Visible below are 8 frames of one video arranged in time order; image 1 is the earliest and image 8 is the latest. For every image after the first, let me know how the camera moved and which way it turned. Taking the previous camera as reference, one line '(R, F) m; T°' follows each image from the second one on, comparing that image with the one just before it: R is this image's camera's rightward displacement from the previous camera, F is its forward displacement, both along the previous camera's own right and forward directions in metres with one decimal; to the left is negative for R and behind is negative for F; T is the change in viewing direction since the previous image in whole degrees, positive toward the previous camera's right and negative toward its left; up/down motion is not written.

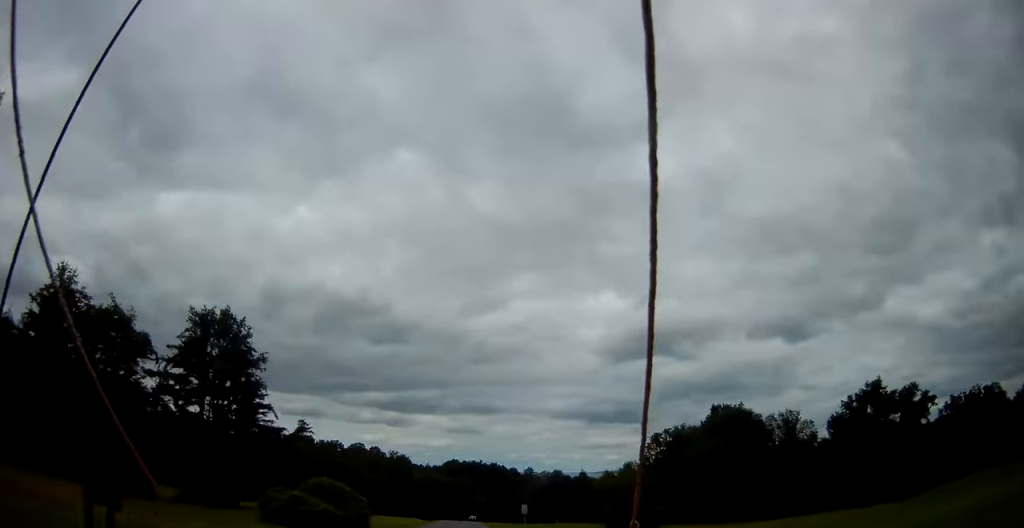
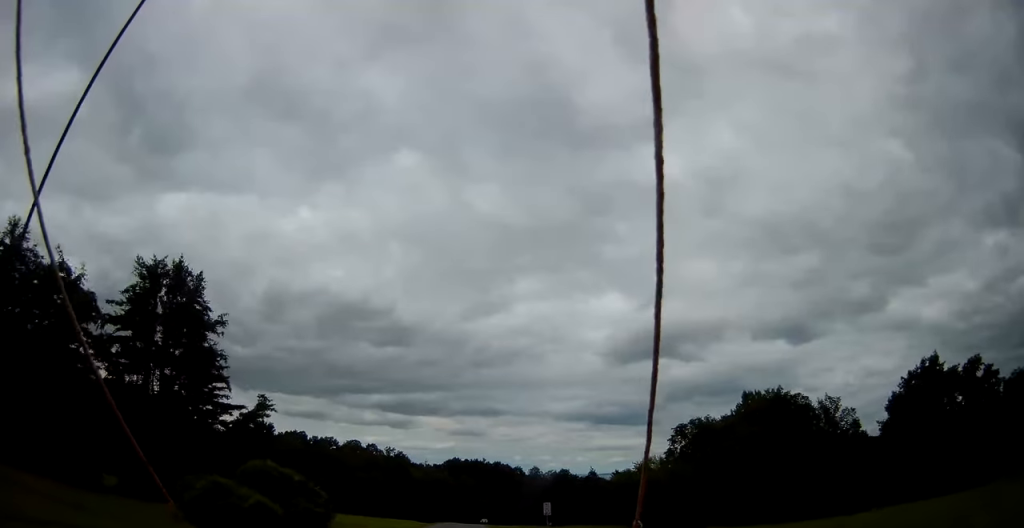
(0.0, +13.7) m; +1°
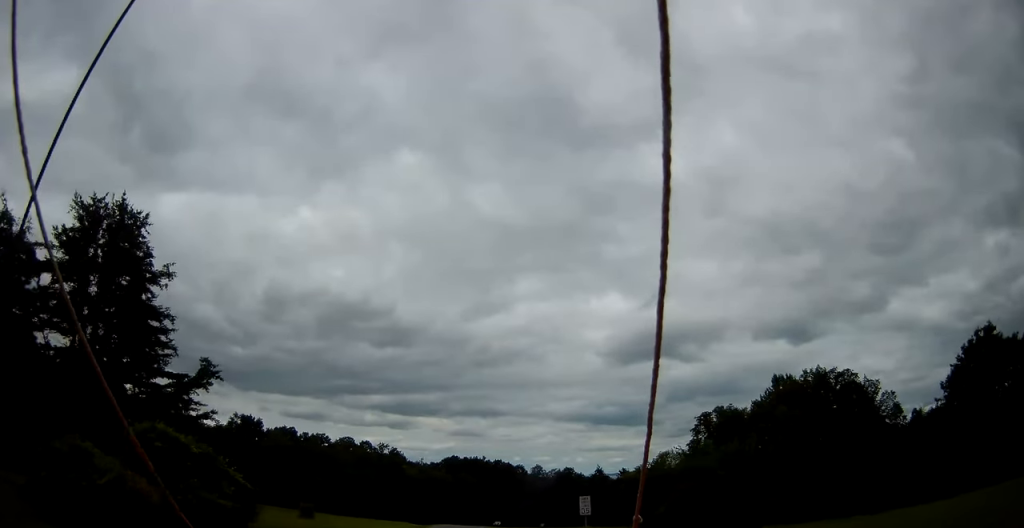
(+0.2, +12.1) m; 0°
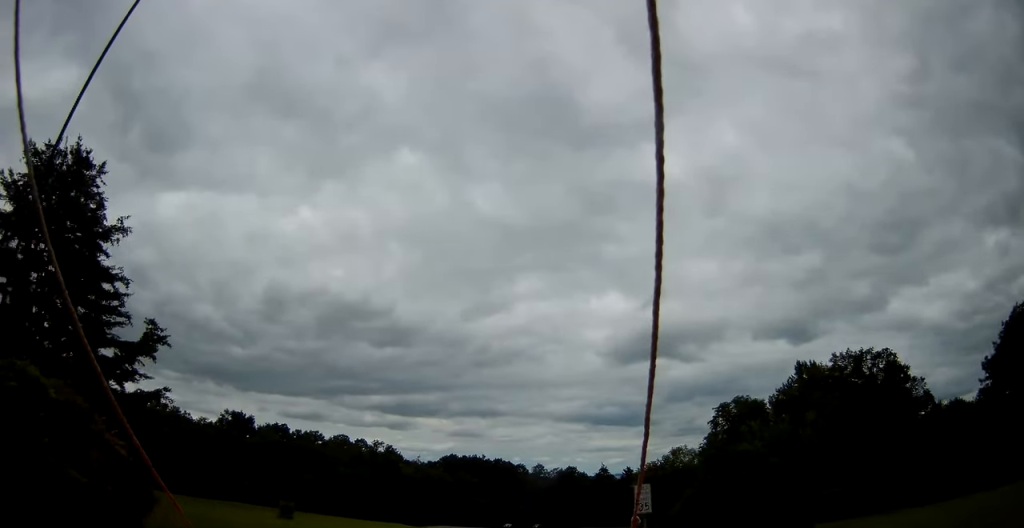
(0.0, +8.1) m; 0°
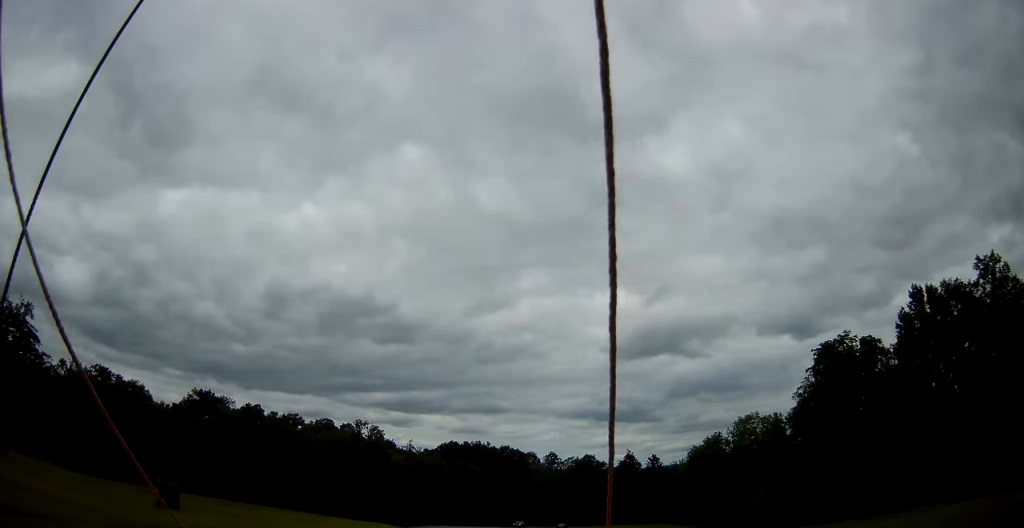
(+0.1, +28.7) m; 0°
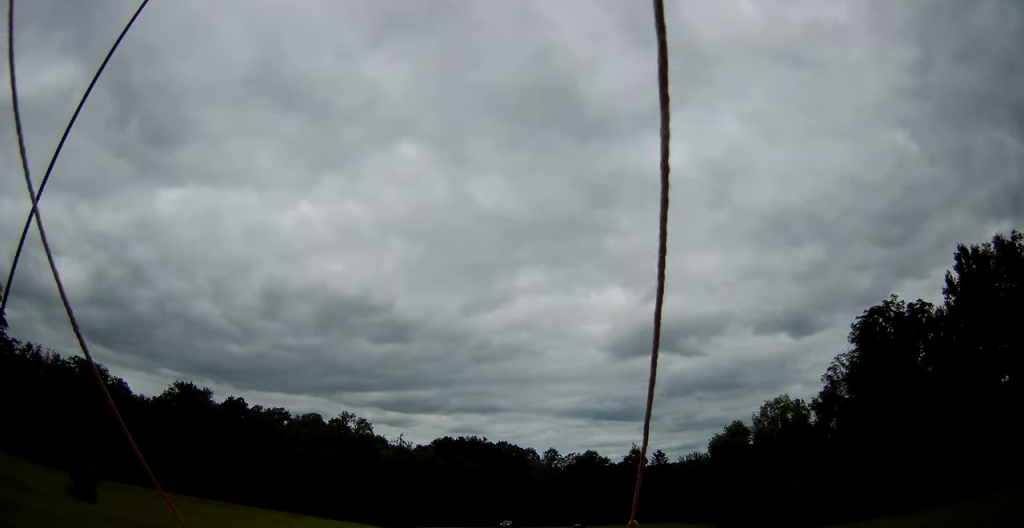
(-0.1, +10.0) m; -1°
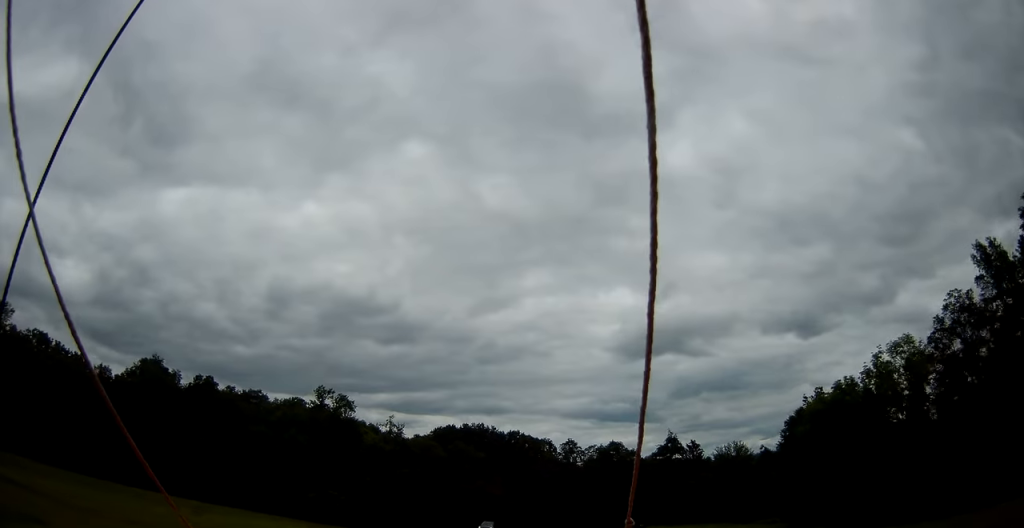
(0.0, +24.4) m; +1°
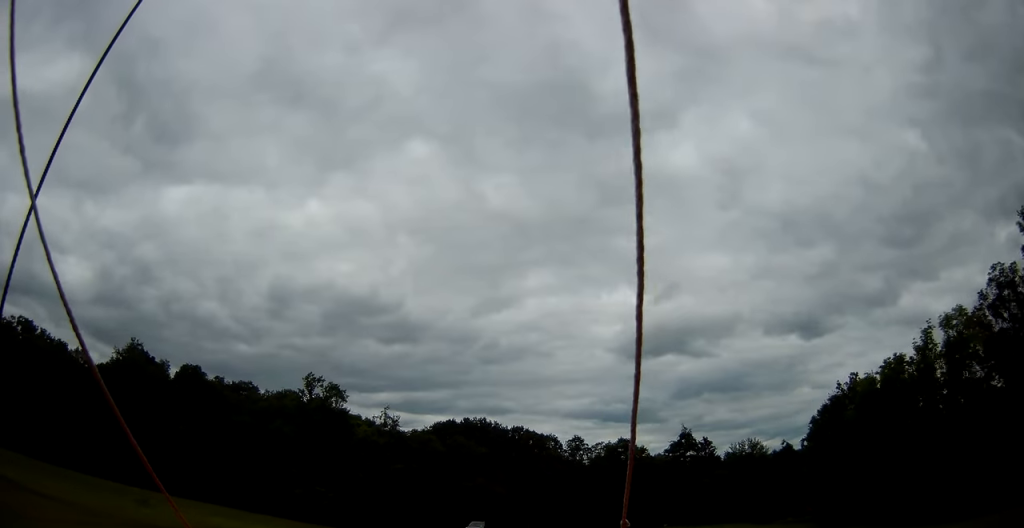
(+0.2, +8.0) m; 0°
